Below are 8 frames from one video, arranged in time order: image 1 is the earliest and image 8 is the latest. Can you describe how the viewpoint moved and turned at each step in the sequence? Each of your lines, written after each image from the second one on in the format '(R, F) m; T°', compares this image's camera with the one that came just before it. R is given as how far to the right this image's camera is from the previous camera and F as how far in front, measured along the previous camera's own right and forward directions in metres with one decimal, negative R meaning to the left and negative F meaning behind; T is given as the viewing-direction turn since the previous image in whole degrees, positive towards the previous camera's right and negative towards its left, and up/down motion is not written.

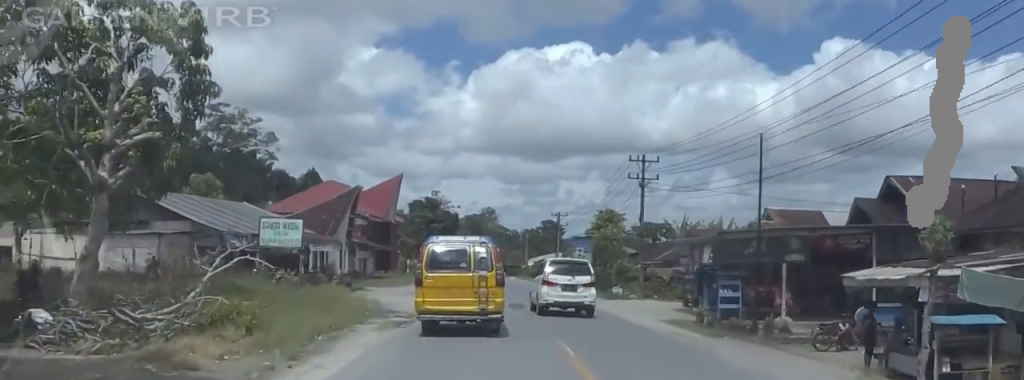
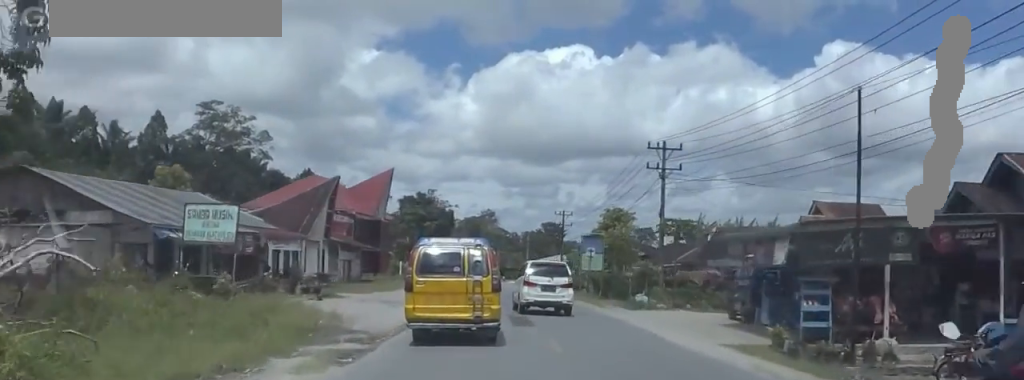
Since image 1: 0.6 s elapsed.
(+0.4, +7.4) m; +1°
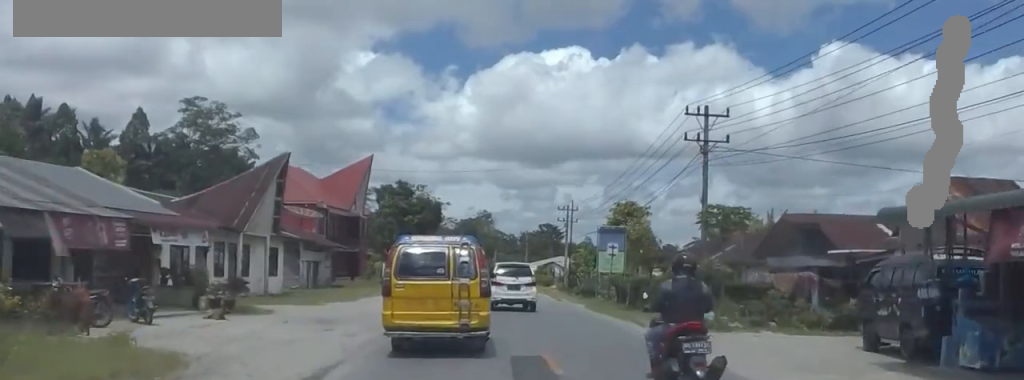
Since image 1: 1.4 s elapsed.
(+0.5, +11.3) m; -1°
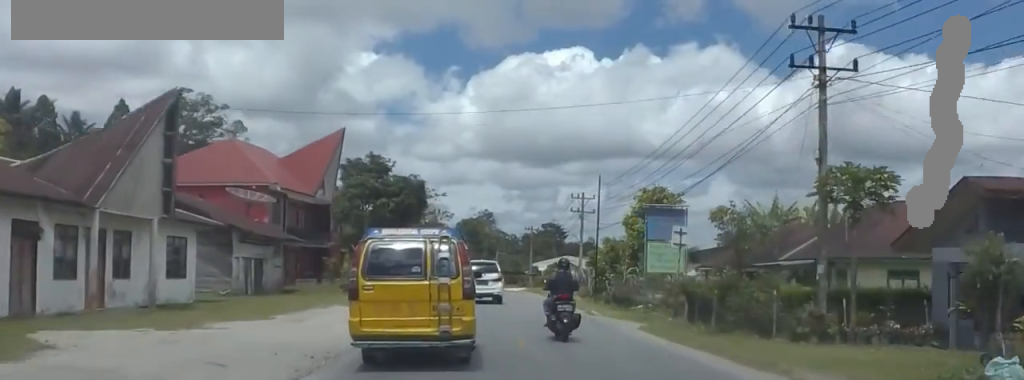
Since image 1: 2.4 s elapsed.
(-1.1, +14.4) m; -4°
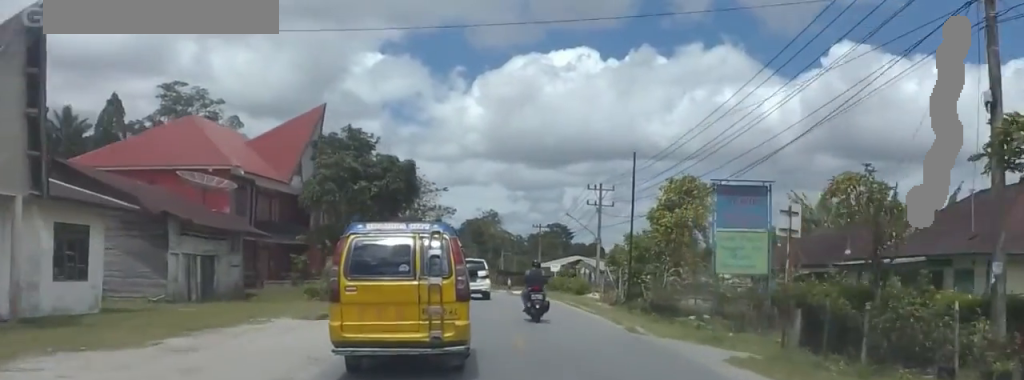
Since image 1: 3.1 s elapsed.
(-0.1, +9.1) m; +2°
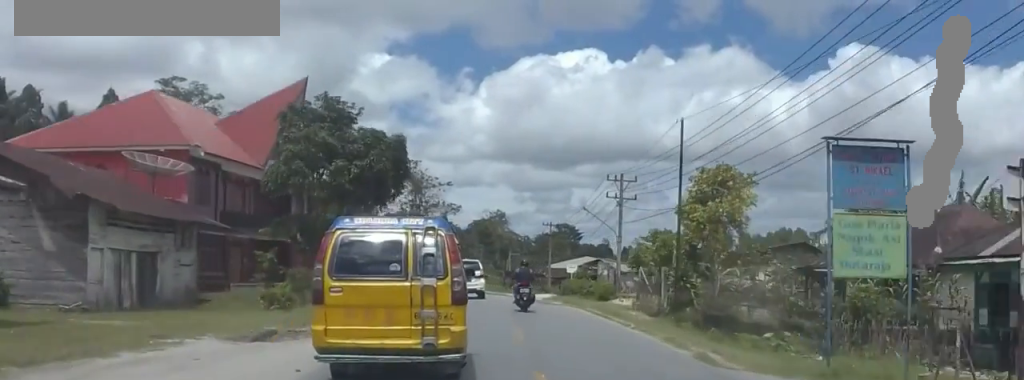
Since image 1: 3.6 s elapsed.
(+0.2, +7.6) m; 0°
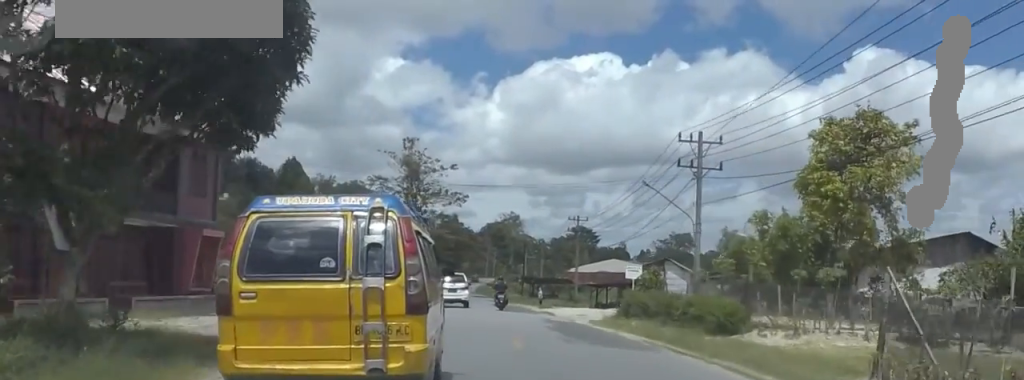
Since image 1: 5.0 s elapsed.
(-0.2, +20.6) m; -2°
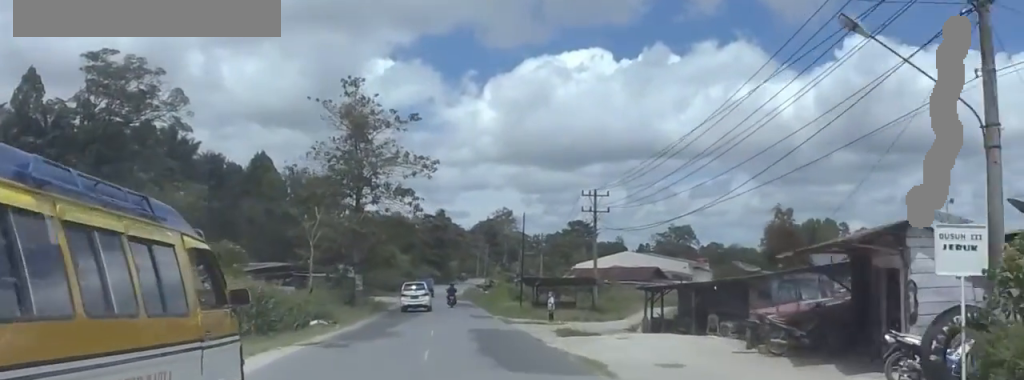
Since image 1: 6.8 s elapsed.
(-1.8, +25.9) m; -4°
